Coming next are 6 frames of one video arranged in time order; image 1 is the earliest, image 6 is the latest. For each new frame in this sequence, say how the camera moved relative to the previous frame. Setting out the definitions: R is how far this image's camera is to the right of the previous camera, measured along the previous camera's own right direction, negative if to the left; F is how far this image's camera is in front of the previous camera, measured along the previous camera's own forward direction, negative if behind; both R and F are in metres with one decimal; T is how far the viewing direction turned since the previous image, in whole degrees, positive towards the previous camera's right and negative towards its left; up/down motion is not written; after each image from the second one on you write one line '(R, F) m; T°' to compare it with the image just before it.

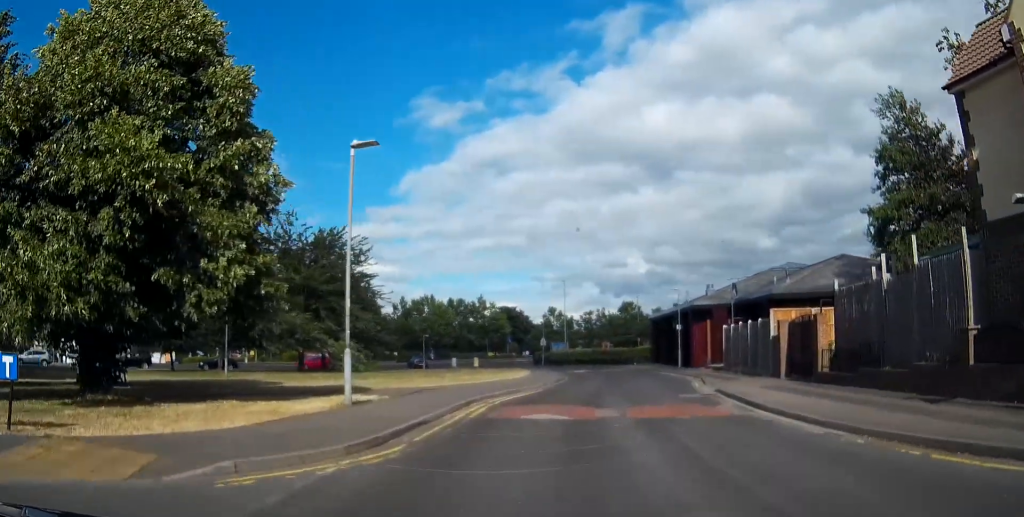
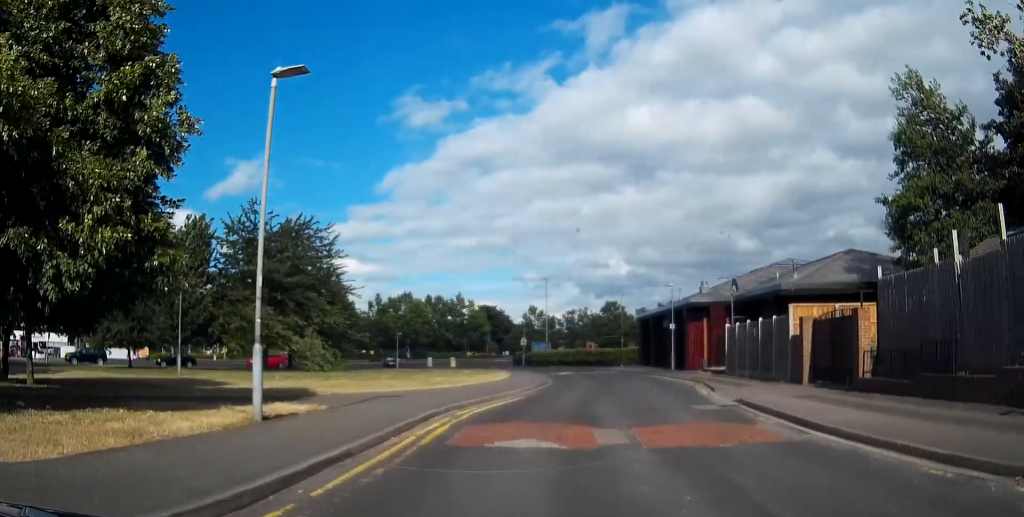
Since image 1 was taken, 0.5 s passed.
(+0.1, +3.4) m; +4°
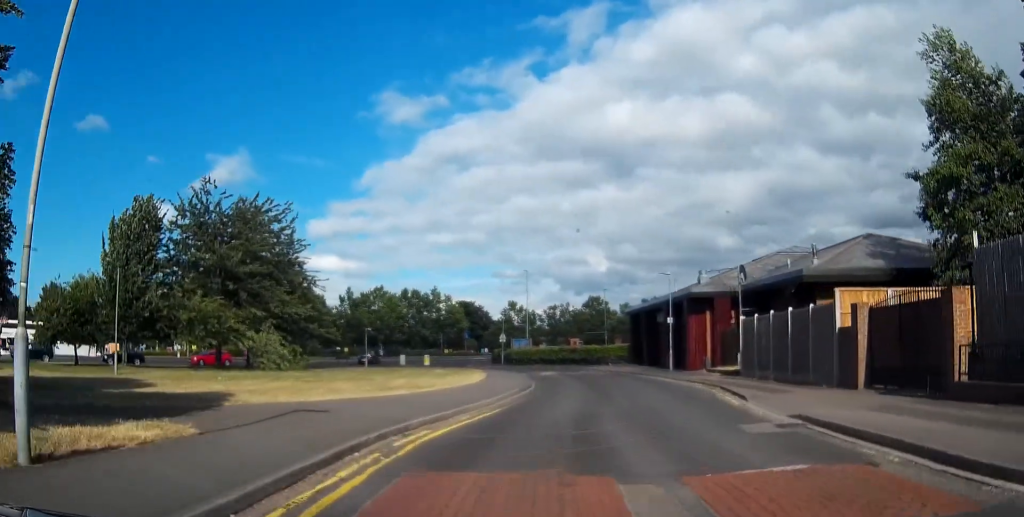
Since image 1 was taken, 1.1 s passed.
(+0.3, +4.9) m; +3°
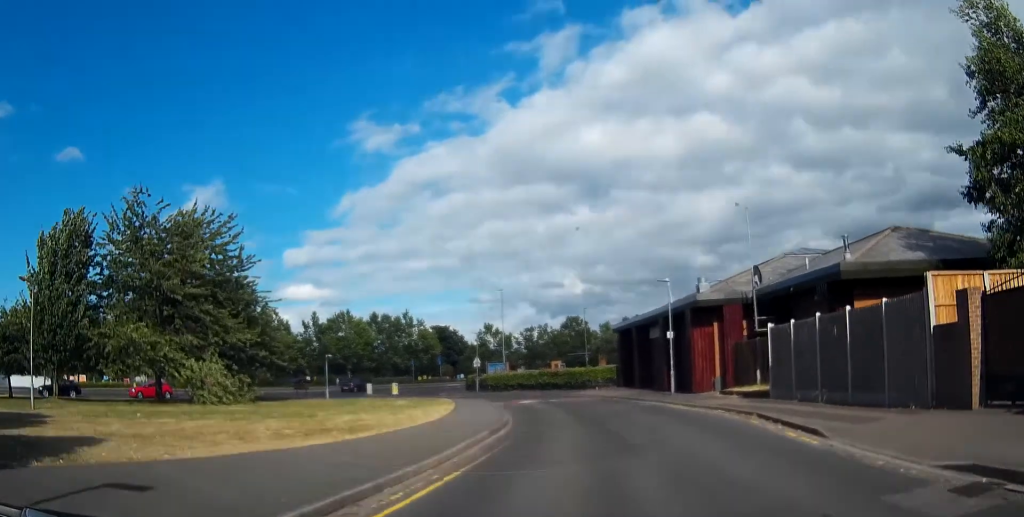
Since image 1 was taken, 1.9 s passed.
(+0.2, +6.0) m; +3°
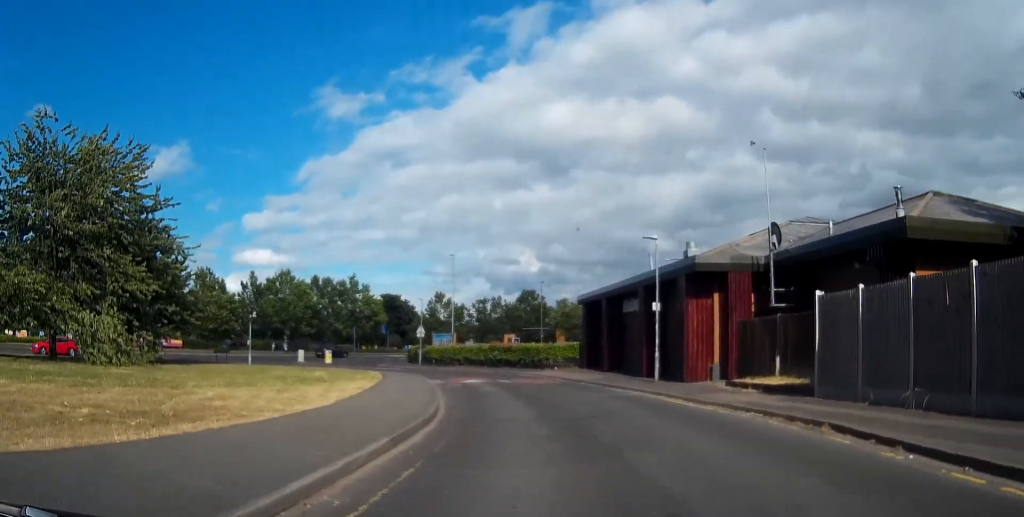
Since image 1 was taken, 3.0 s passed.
(+0.1, +6.9) m; +2°
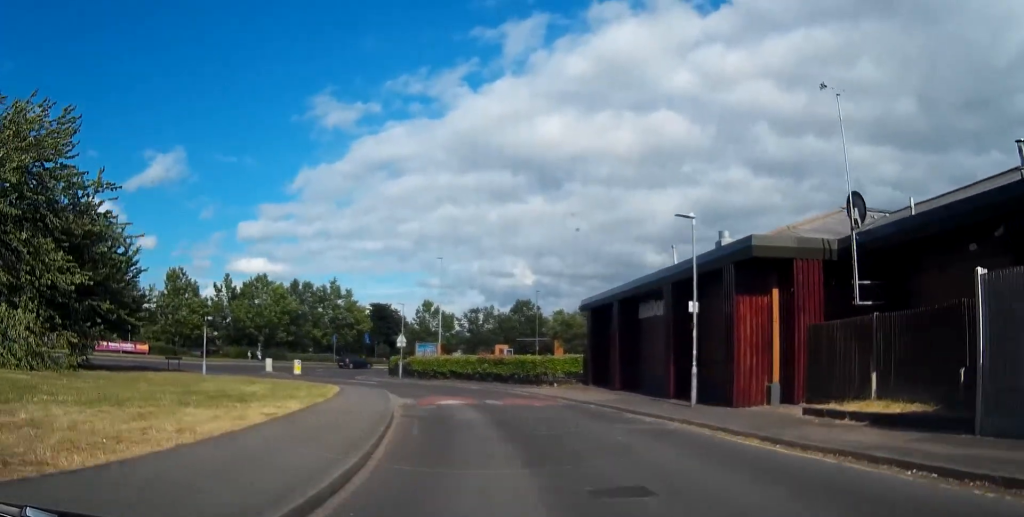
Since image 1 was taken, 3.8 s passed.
(+0.1, +6.0) m; -1°
